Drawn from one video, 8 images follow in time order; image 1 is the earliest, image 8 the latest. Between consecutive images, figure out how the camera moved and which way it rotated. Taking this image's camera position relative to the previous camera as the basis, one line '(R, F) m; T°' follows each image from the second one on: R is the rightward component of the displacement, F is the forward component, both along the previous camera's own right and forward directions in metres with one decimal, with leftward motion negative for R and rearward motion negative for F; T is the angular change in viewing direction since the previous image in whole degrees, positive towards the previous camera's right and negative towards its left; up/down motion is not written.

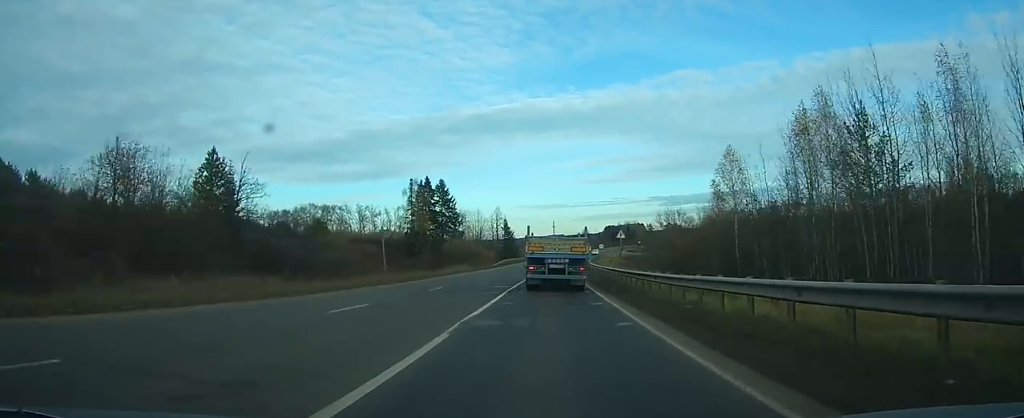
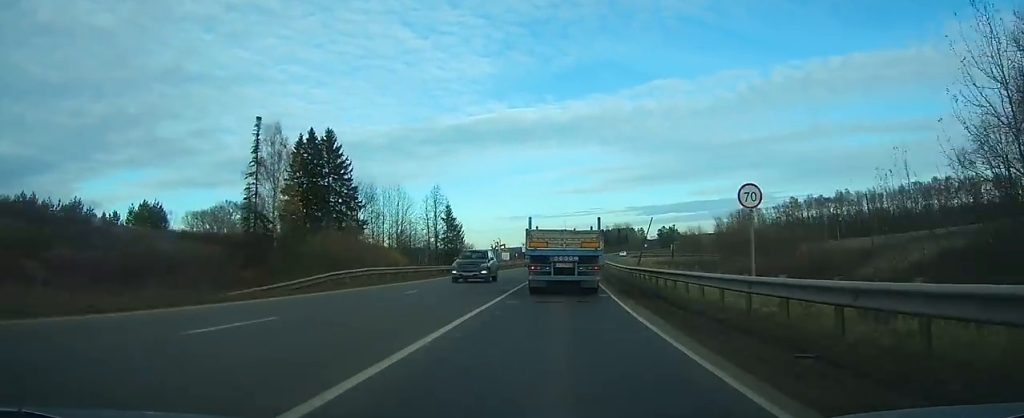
(+0.2, +68.5) m; +1°
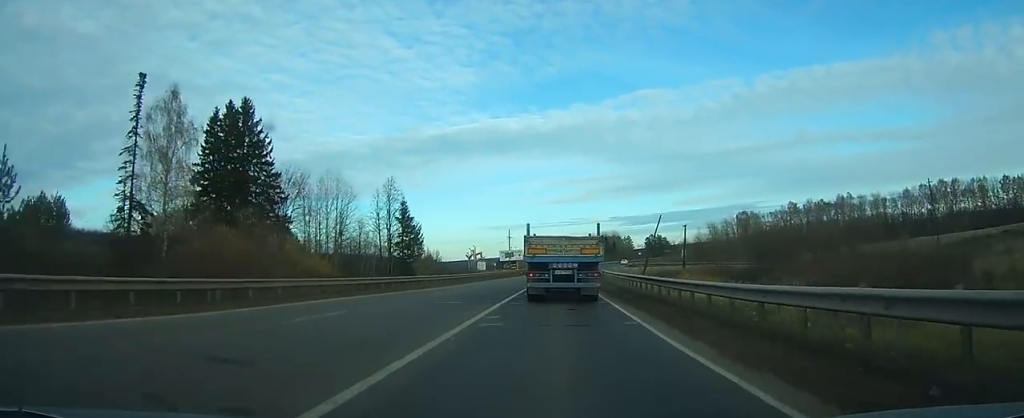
(0.0, +21.9) m; +1°
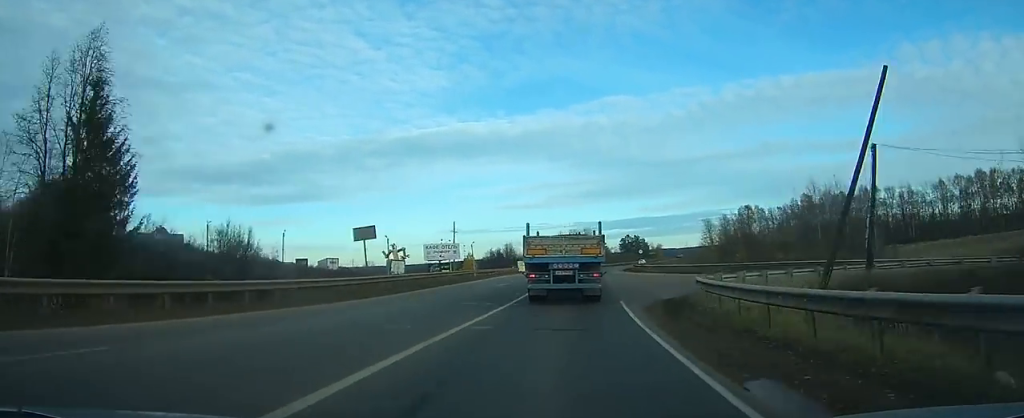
(+1.9, +58.4) m; +4°
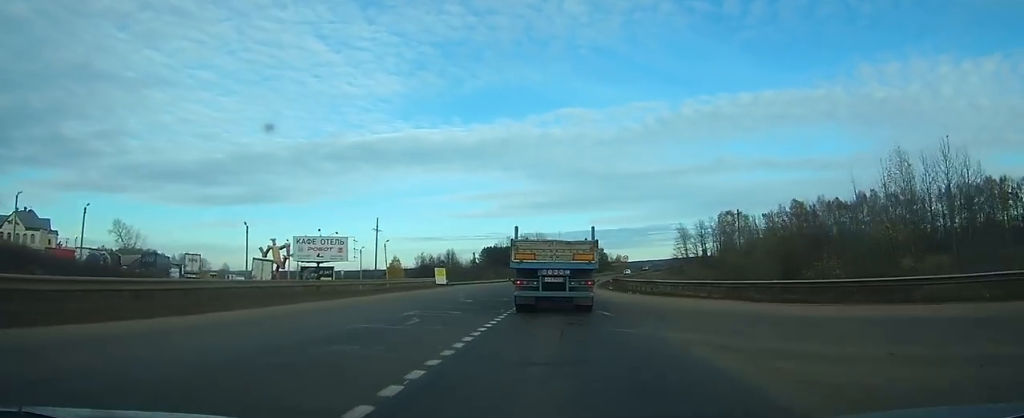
(+0.9, +37.0) m; +4°
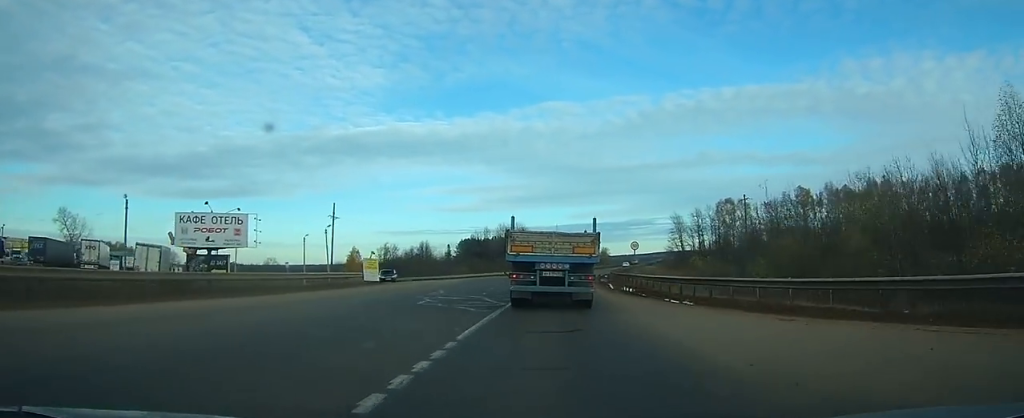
(+0.4, +20.4) m; +2°
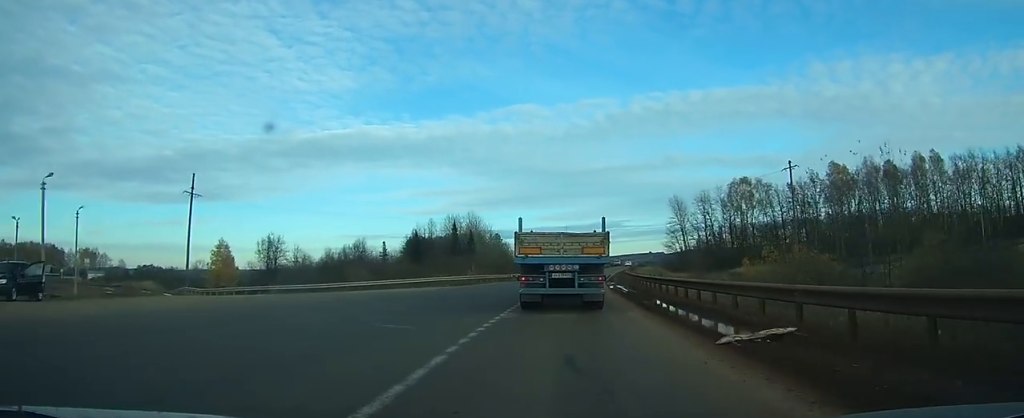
(+2.5, +47.4) m; +5°
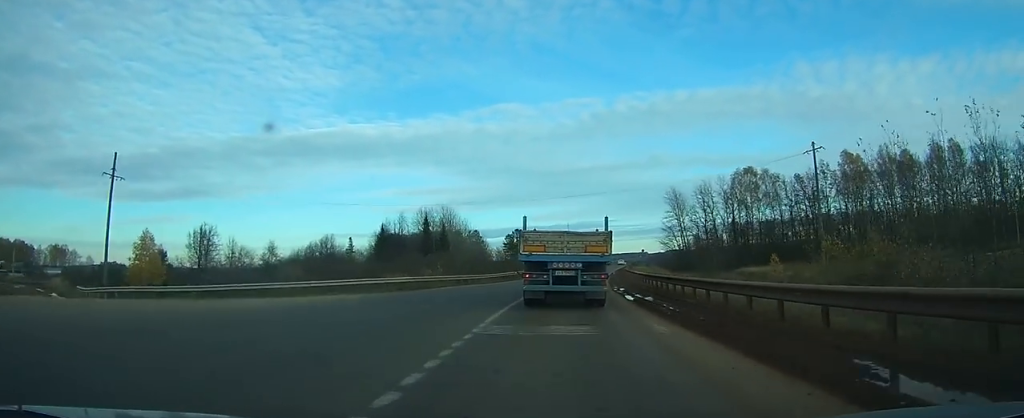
(+0.2, +15.9) m; +1°
